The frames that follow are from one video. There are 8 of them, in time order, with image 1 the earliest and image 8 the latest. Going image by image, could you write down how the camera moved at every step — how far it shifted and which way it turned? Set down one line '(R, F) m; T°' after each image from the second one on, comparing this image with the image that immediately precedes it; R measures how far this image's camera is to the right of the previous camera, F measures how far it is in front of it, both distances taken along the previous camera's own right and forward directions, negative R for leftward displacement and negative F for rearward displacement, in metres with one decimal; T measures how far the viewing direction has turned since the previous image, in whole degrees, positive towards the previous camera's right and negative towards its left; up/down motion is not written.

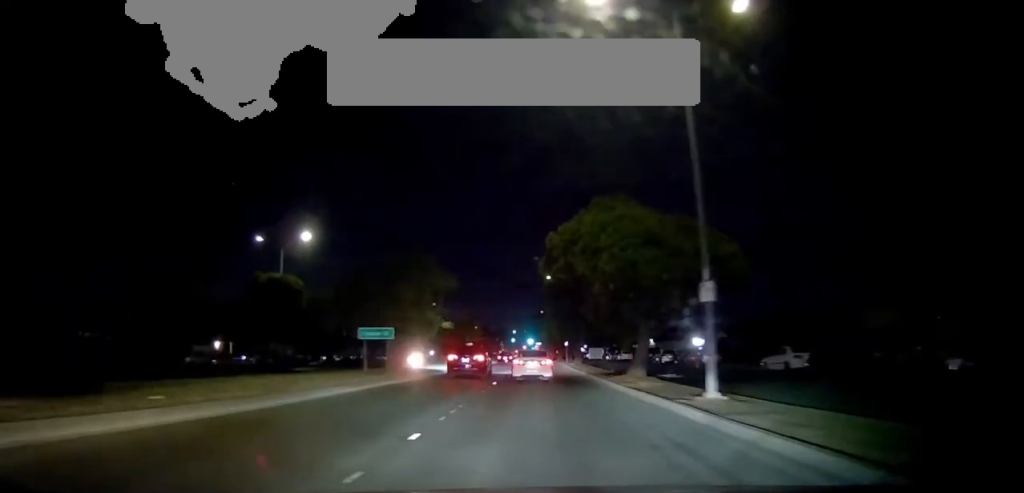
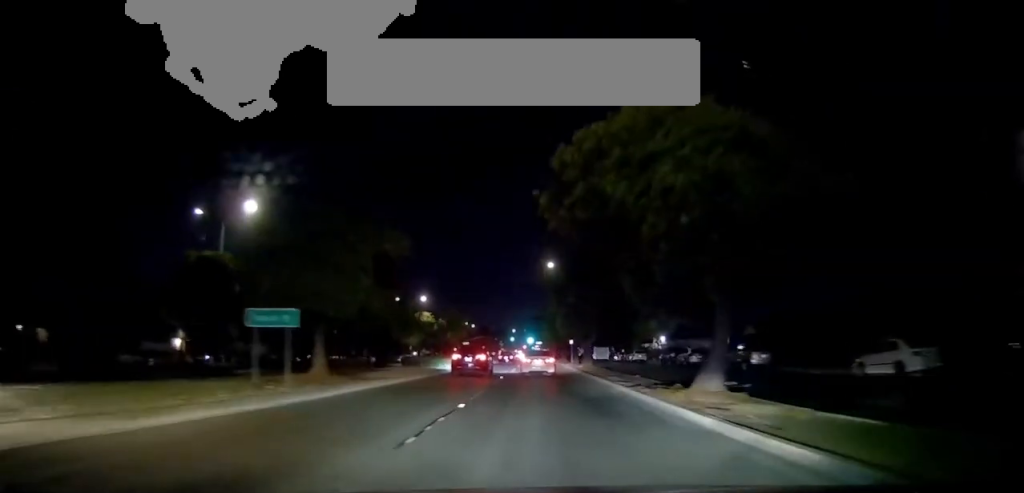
(0.0, +9.5) m; 0°
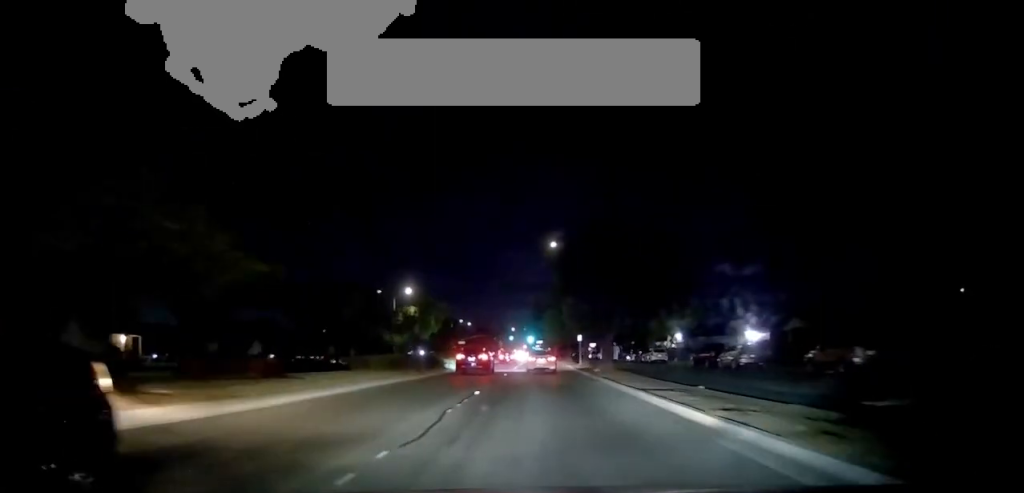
(0.0, +10.9) m; 0°
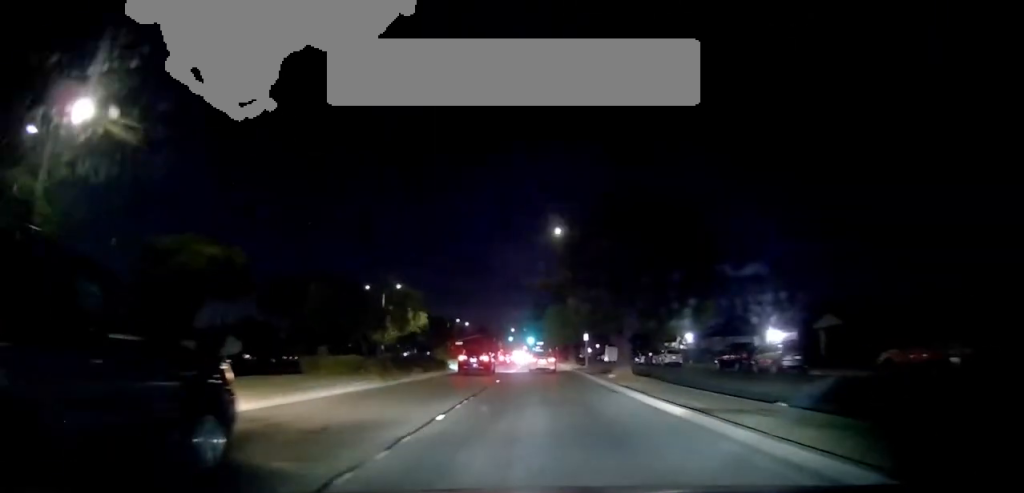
(0.0, +6.0) m; 0°
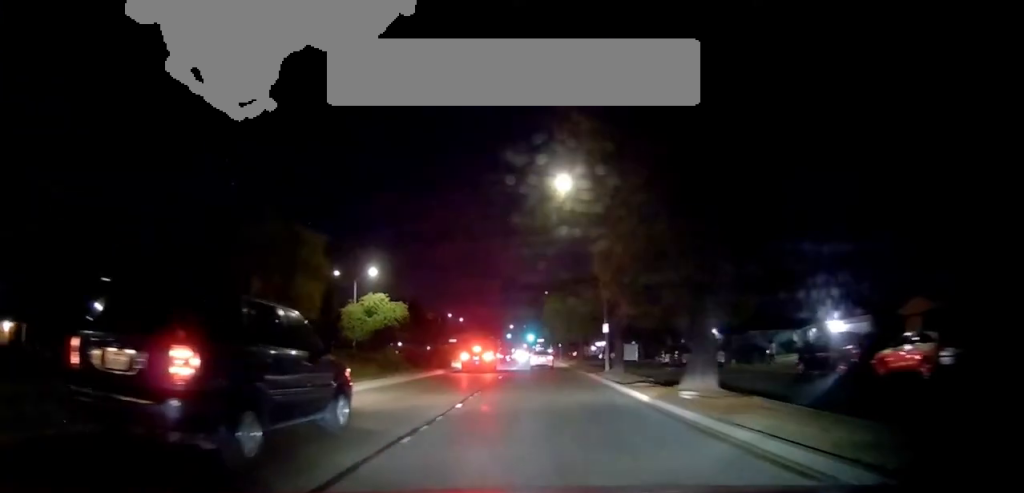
(0.0, +12.2) m; 0°
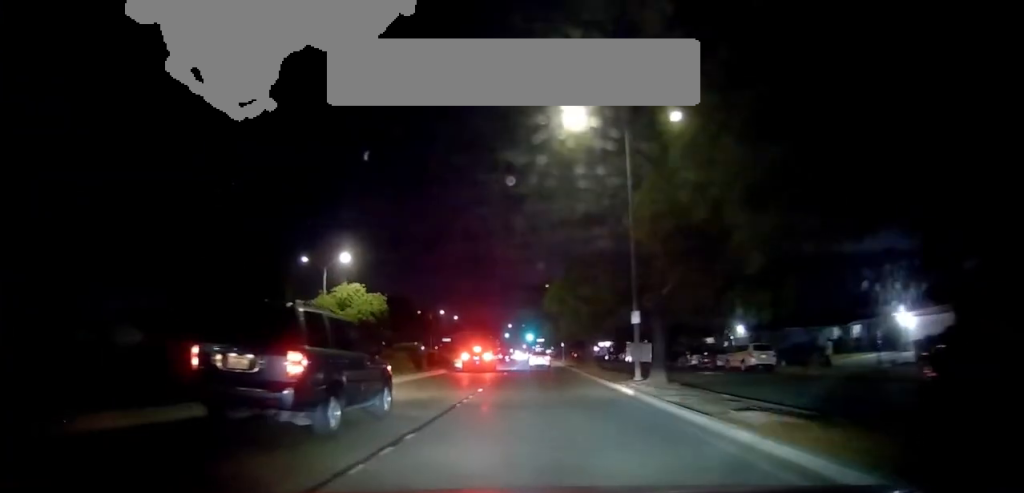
(0.0, +9.5) m; 0°
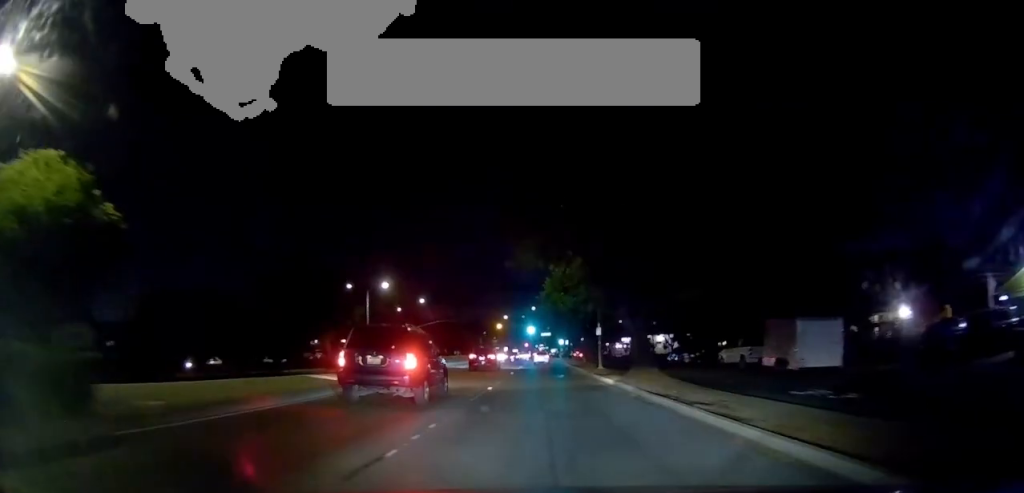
(-1.5, +42.9) m; -4°
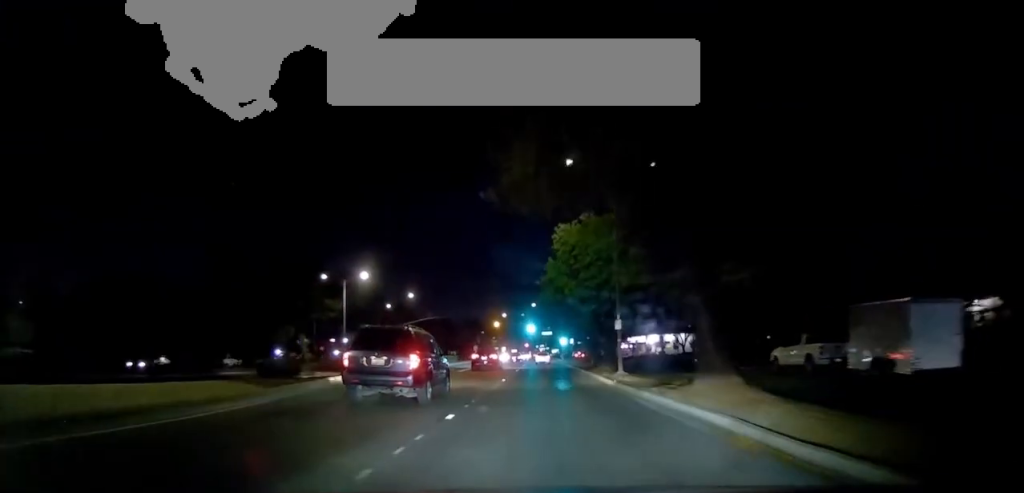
(-0.1, +8.8) m; +3°
